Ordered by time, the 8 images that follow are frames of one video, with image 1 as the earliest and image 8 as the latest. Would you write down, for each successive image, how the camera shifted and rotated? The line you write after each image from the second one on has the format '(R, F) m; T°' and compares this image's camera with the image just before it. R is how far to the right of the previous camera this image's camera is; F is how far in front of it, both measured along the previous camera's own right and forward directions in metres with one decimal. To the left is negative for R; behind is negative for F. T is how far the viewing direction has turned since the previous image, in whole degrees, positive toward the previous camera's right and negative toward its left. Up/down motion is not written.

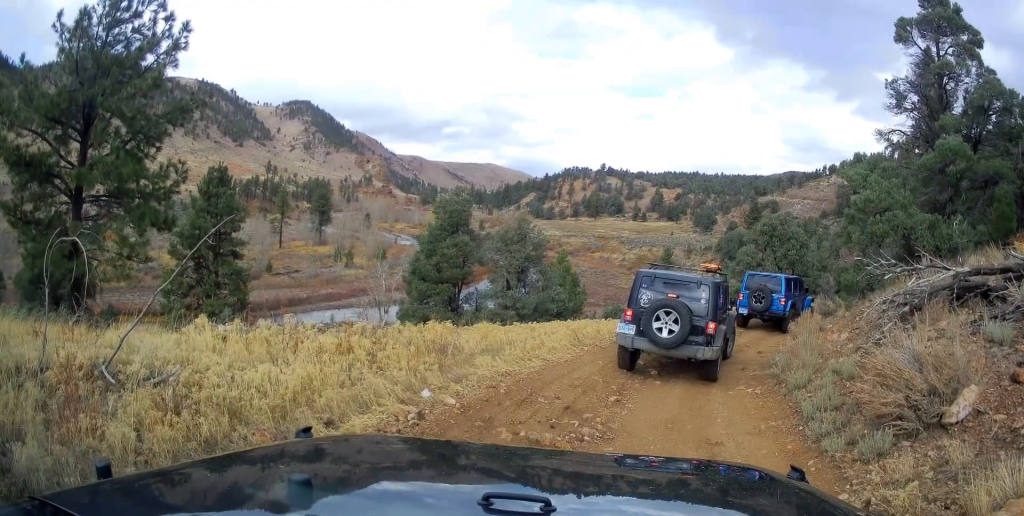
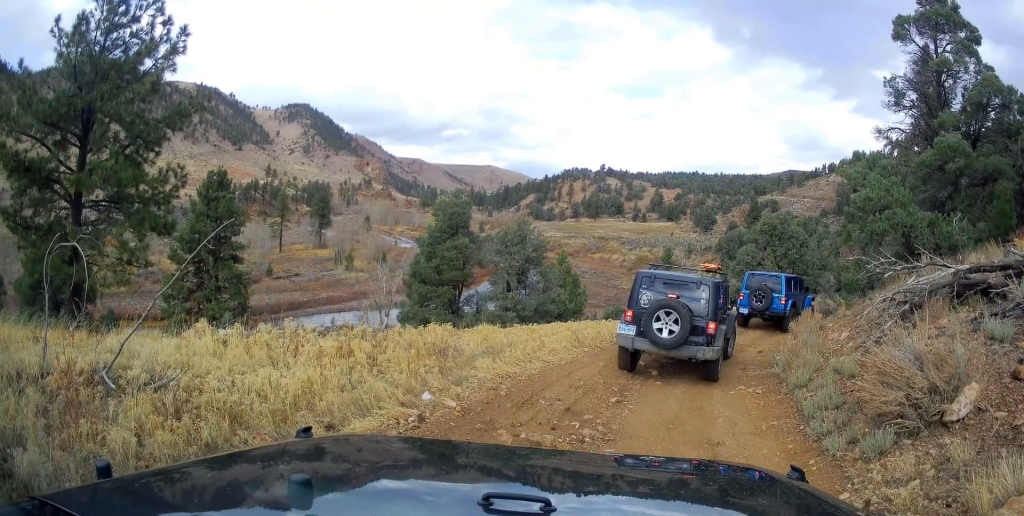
(0.0, +0.2) m; 0°
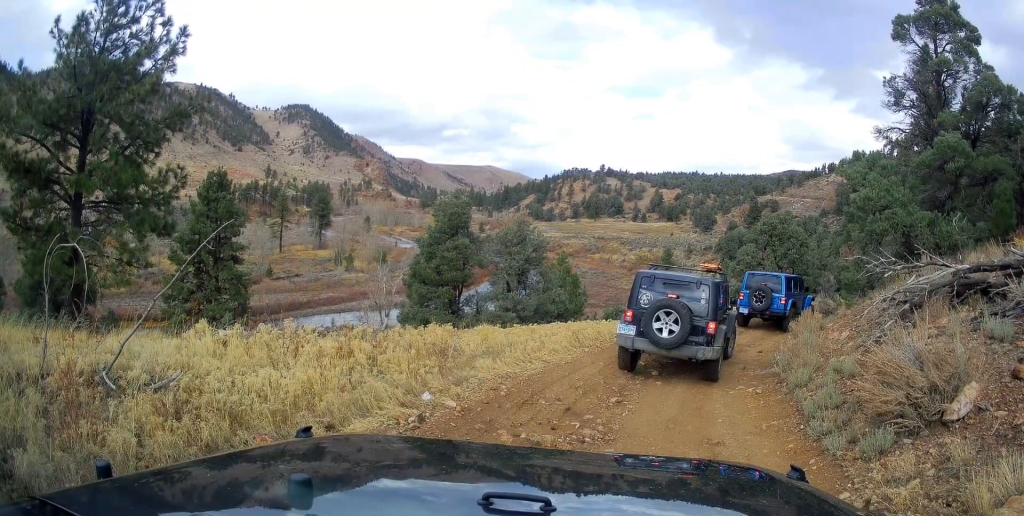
(0.0, 0.0) m; 0°
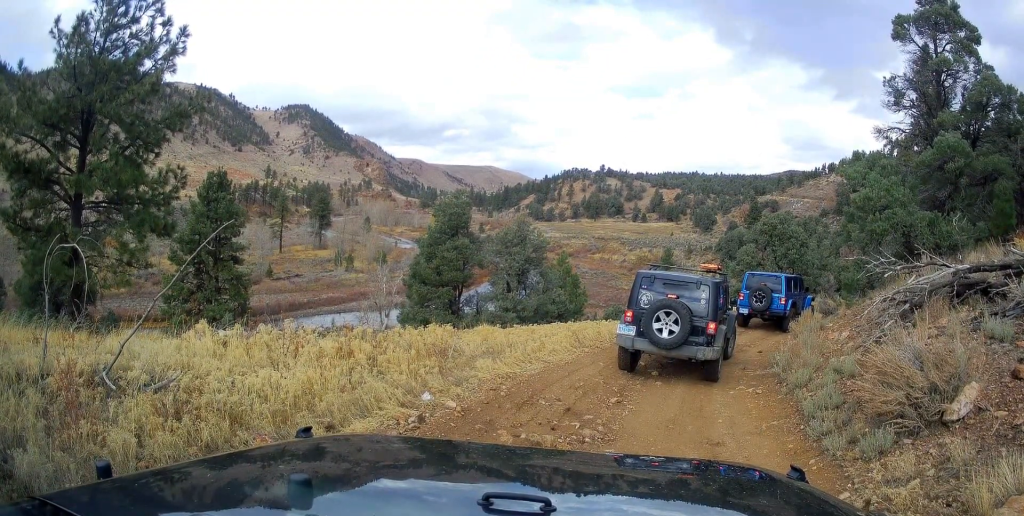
(0.0, +0.4) m; 0°
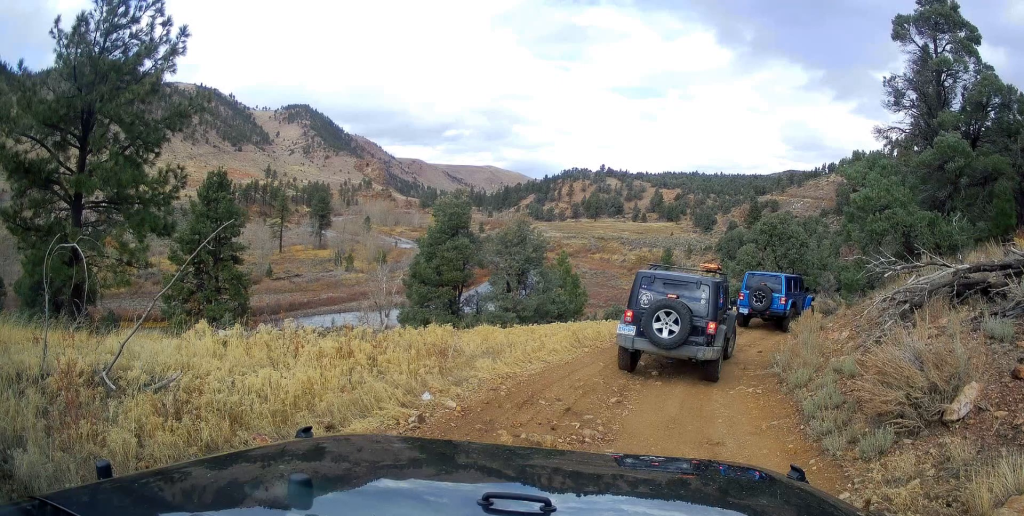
(0.0, +0.2) m; 0°
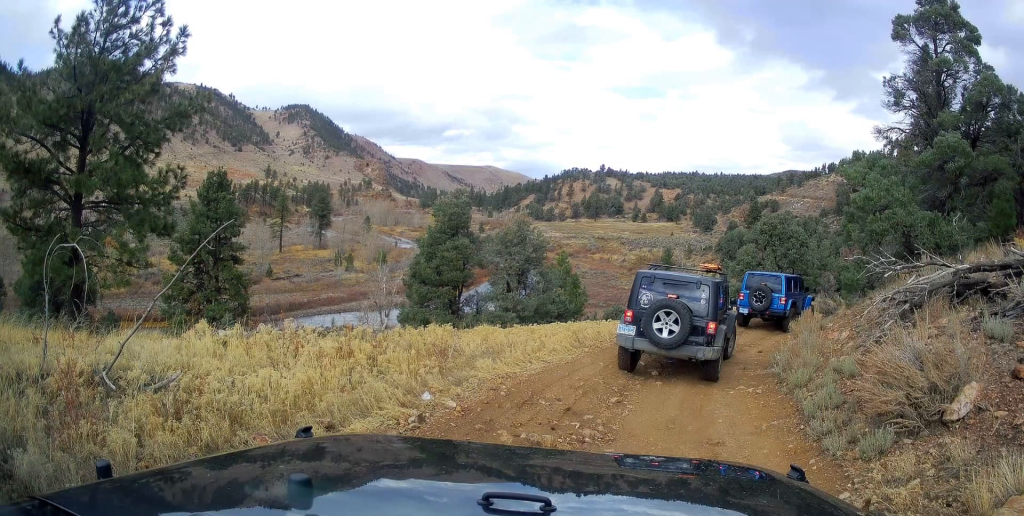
(0.0, 0.0) m; 0°
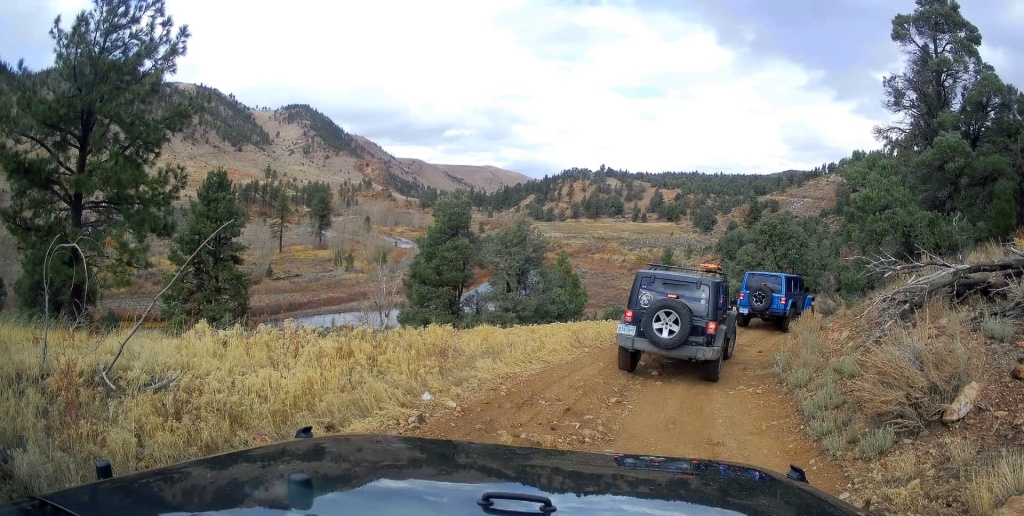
(0.0, 0.0) m; 0°
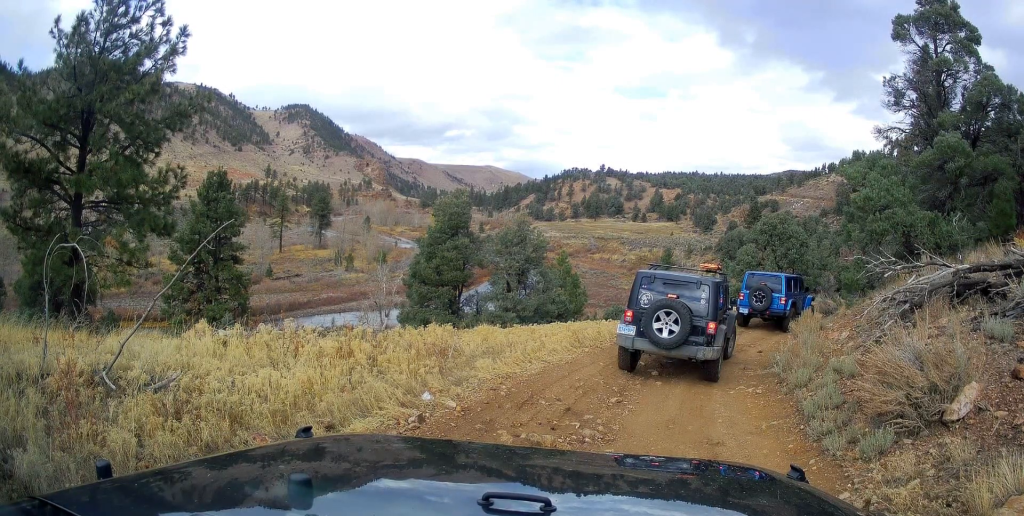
(0.0, +0.4) m; 0°
